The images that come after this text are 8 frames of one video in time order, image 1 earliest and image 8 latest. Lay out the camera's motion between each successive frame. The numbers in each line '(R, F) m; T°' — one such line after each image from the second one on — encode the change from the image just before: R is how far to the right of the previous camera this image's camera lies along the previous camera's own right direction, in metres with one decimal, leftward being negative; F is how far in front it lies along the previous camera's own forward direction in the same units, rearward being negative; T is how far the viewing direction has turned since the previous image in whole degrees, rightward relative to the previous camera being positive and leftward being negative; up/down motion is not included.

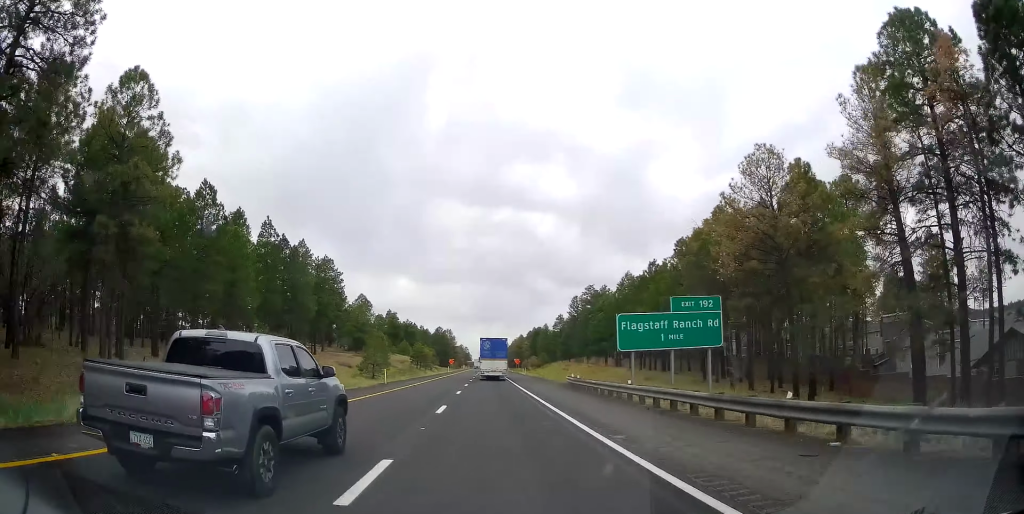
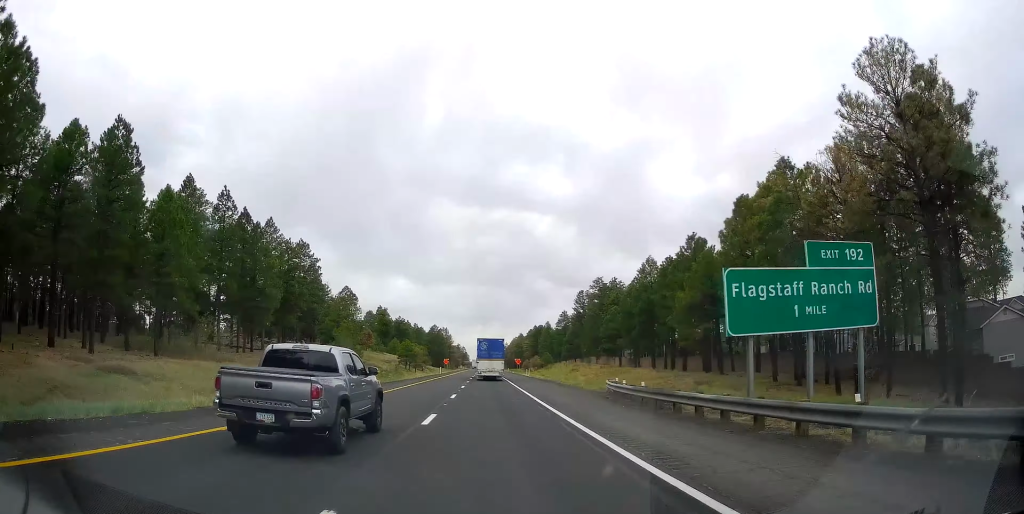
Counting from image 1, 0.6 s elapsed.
(-0.6, +15.8) m; +1°
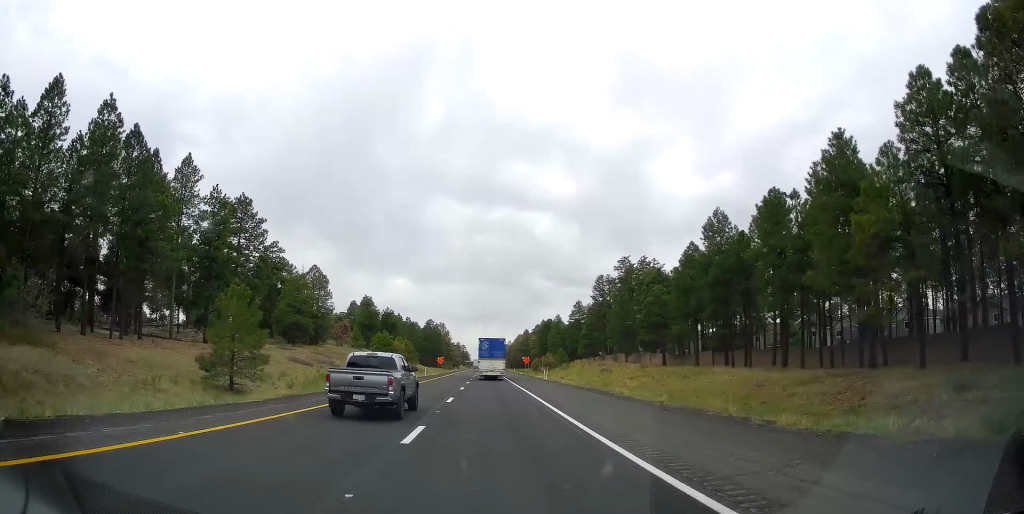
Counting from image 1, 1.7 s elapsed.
(+1.3, +27.9) m; +2°
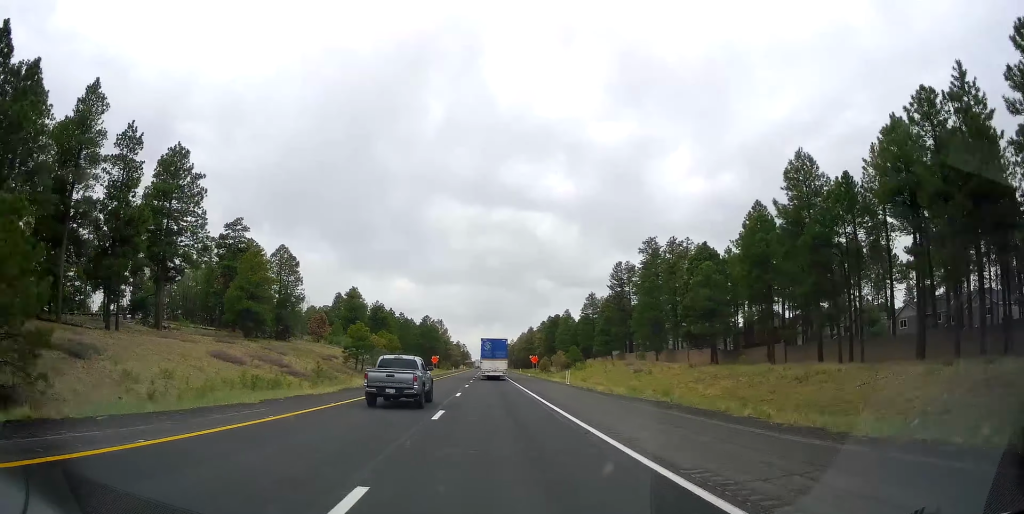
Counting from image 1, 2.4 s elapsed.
(-0.4, +19.4) m; -2°
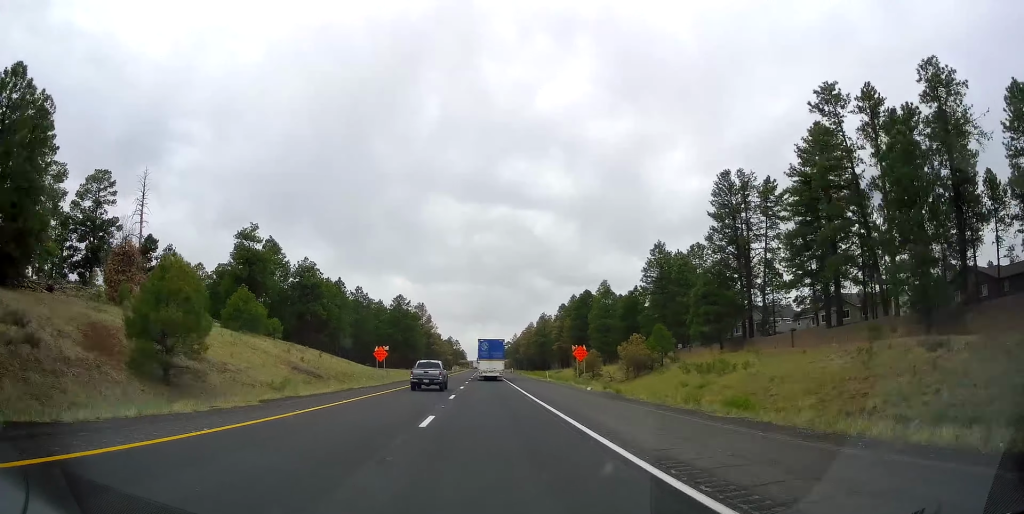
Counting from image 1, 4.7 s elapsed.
(-0.4, +62.2) m; +2°
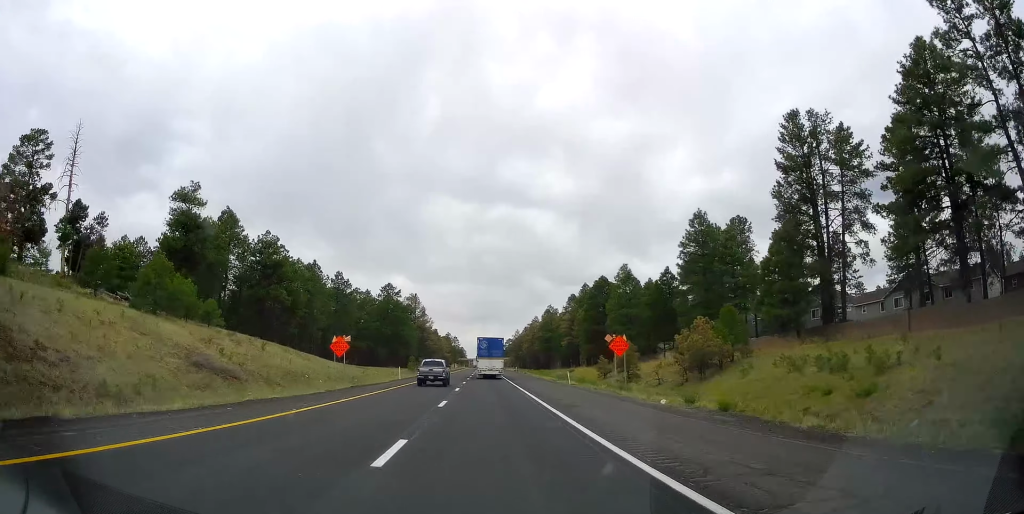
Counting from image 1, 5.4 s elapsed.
(+0.3, +18.0) m; 0°
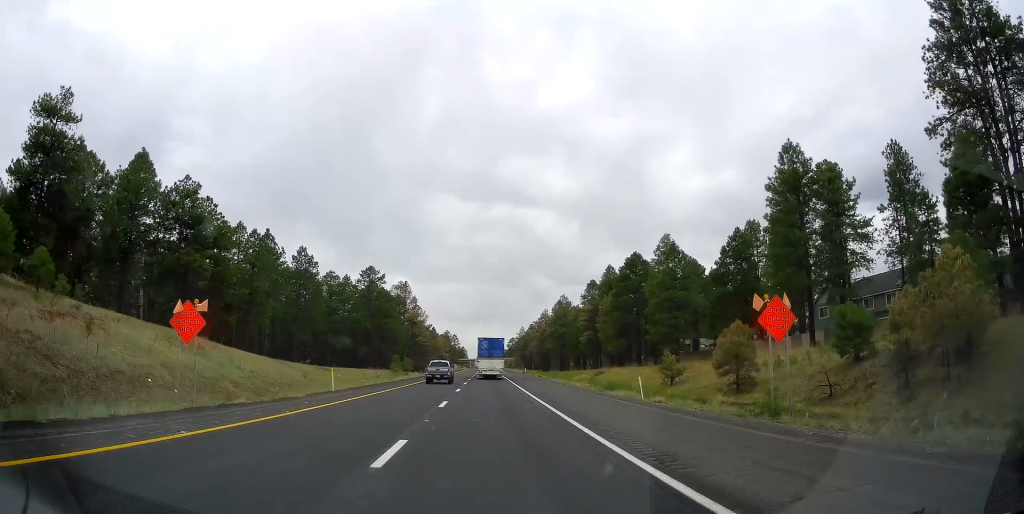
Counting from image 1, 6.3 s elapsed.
(-0.3, +24.5) m; -1°
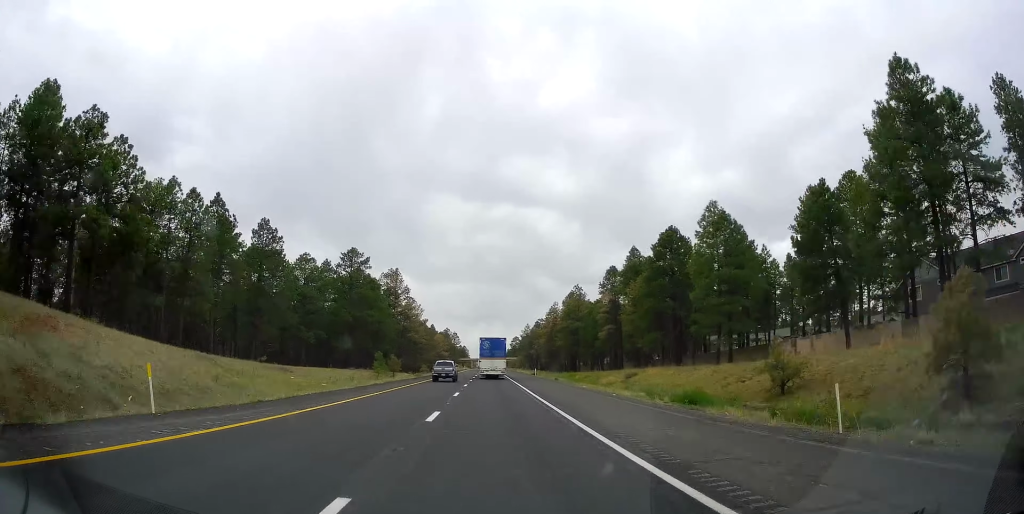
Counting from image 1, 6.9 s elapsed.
(-0.1, +17.4) m; -1°
